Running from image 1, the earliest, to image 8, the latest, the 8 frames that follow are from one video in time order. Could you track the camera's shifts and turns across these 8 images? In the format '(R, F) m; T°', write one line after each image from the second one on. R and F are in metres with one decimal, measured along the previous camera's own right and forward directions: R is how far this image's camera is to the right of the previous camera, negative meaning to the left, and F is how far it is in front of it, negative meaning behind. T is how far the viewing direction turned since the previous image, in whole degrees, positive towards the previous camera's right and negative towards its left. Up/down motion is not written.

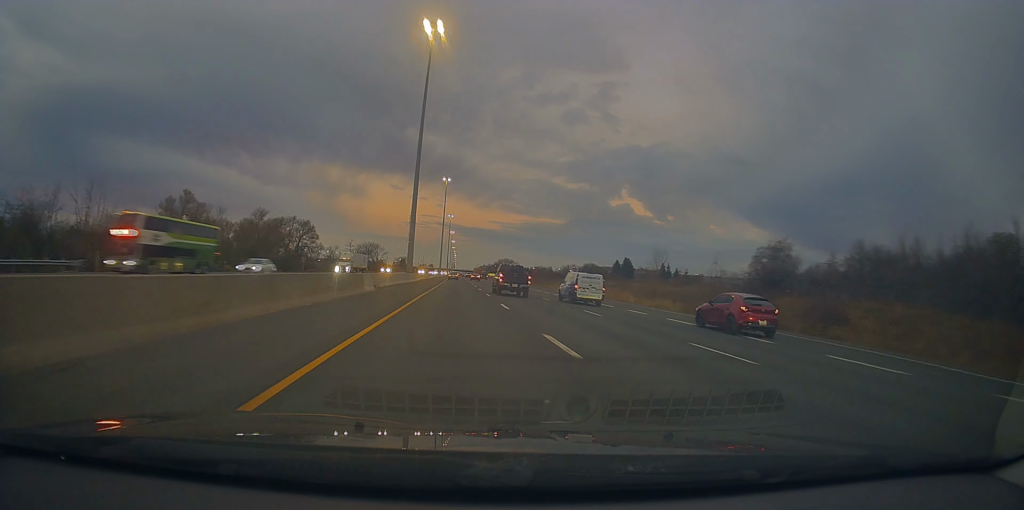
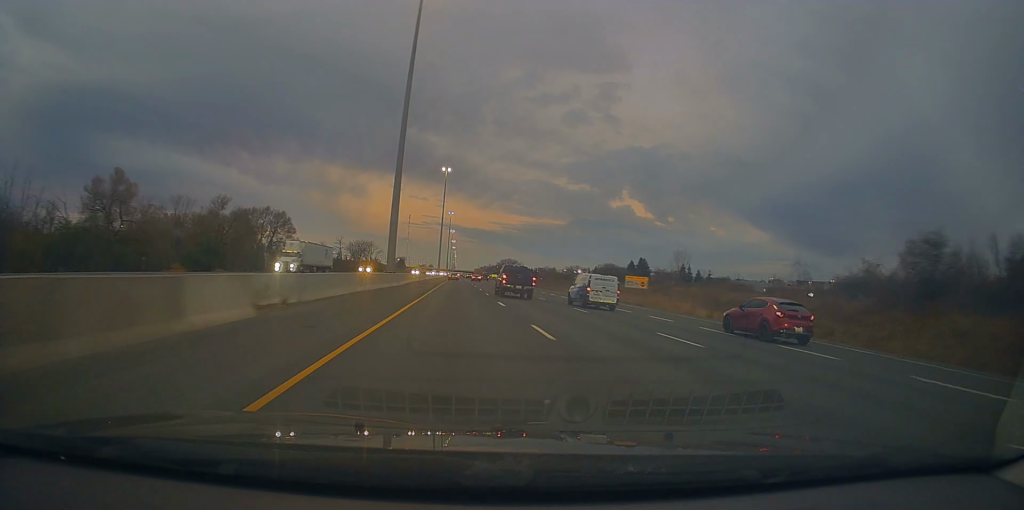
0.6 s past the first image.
(+0.2, +21.9) m; 0°
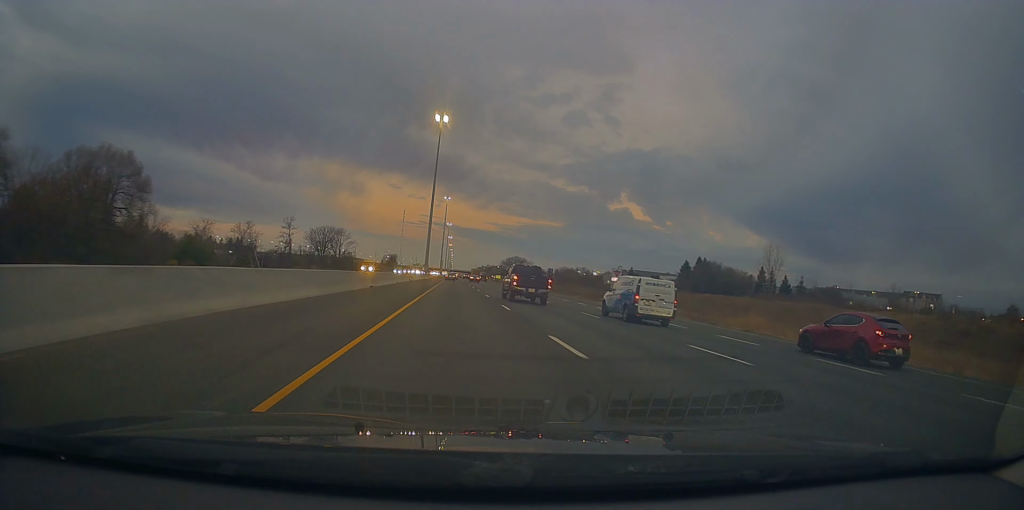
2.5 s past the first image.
(-0.1, +63.2) m; 0°
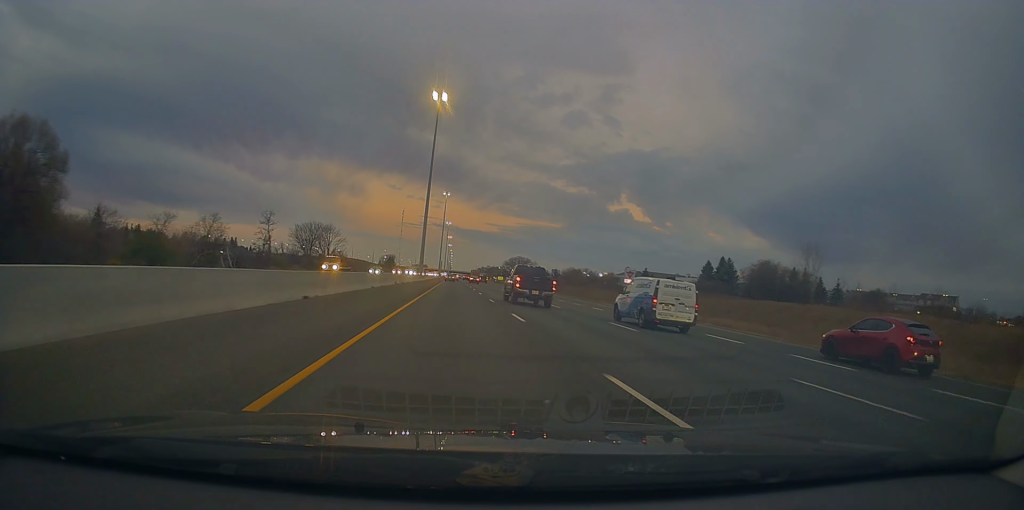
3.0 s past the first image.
(+0.2, +17.3) m; 0°
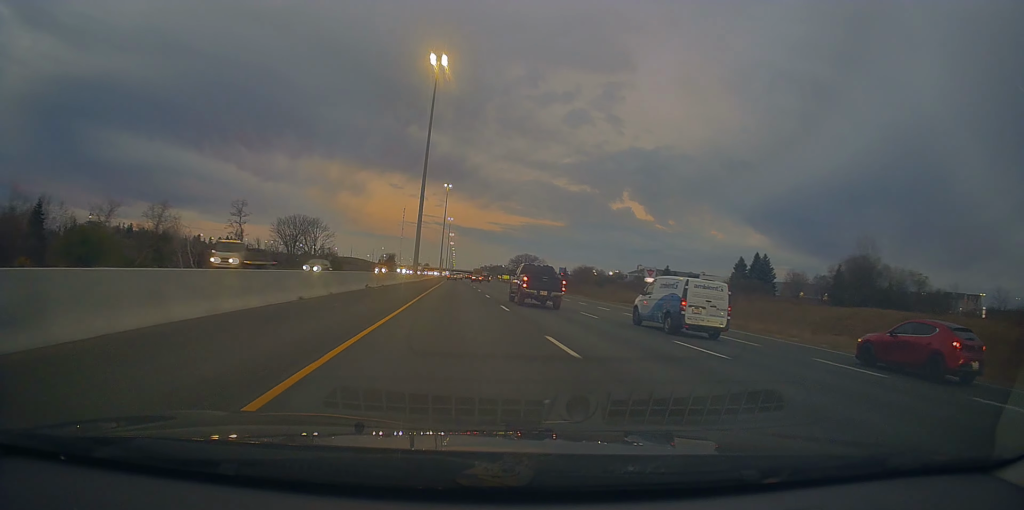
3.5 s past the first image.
(+0.1, +19.7) m; 0°
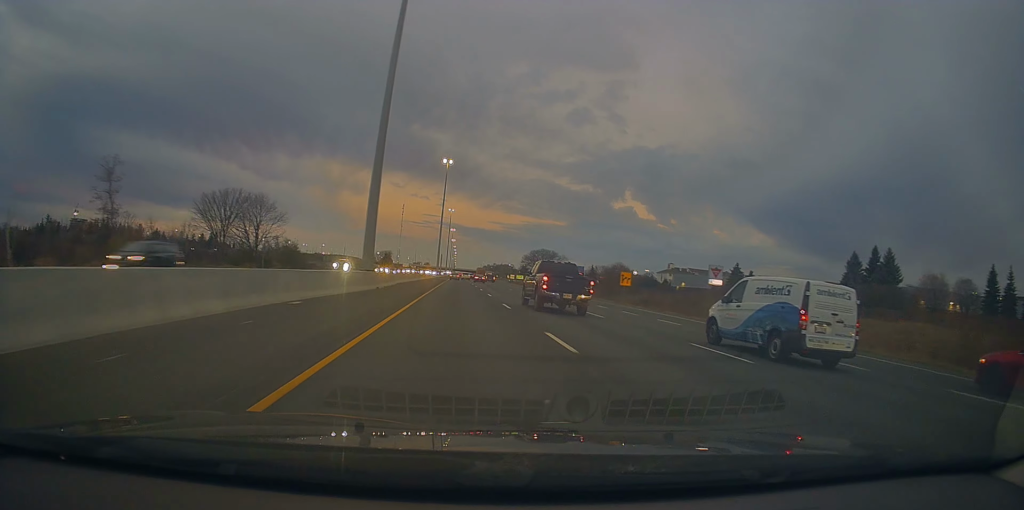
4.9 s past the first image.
(-0.5, +49.2) m; -1°
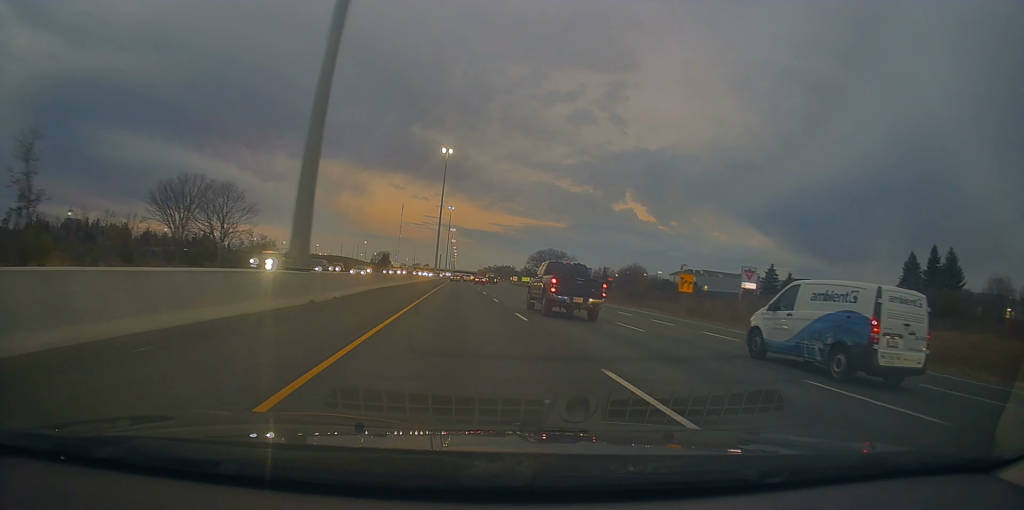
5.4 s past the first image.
(-0.1, +17.8) m; 0°
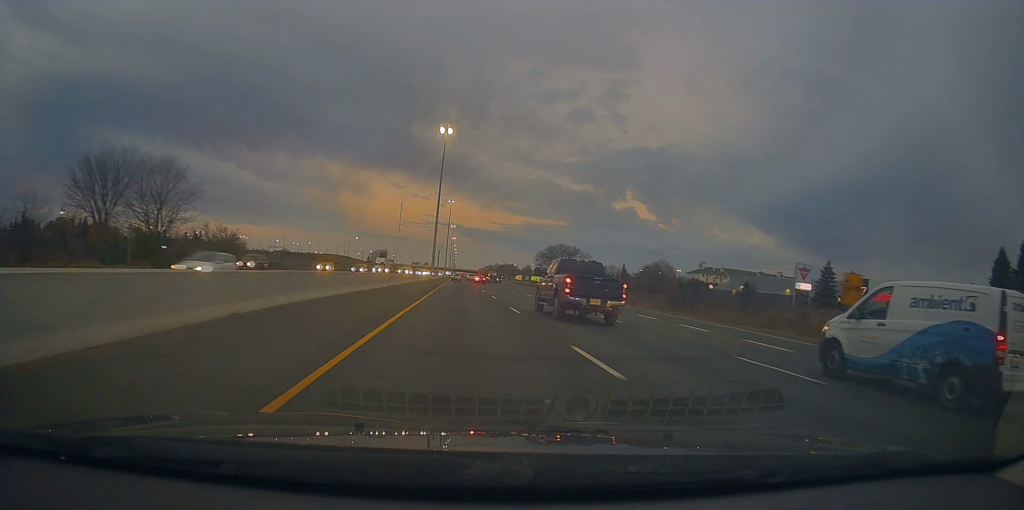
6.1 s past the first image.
(+0.3, +22.8) m; 0°
